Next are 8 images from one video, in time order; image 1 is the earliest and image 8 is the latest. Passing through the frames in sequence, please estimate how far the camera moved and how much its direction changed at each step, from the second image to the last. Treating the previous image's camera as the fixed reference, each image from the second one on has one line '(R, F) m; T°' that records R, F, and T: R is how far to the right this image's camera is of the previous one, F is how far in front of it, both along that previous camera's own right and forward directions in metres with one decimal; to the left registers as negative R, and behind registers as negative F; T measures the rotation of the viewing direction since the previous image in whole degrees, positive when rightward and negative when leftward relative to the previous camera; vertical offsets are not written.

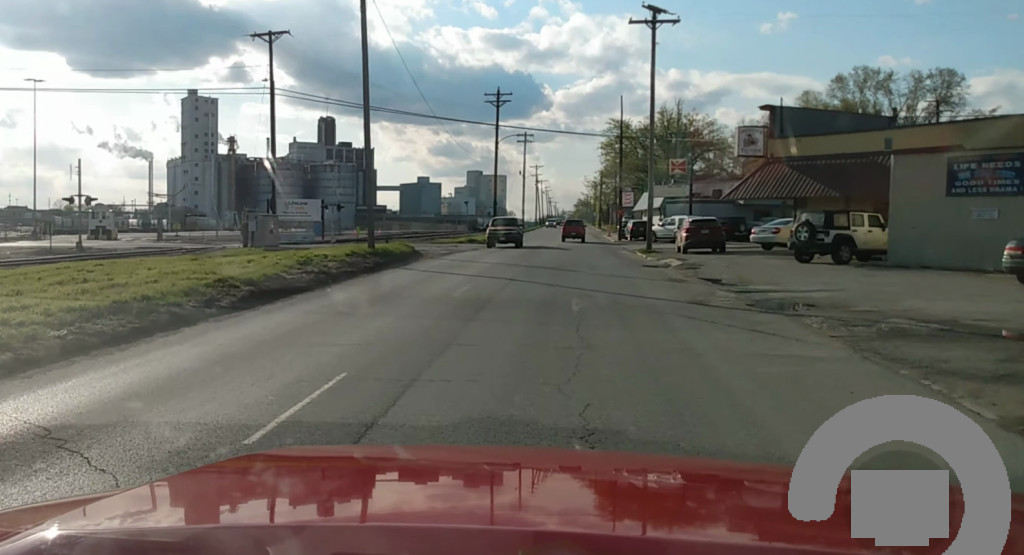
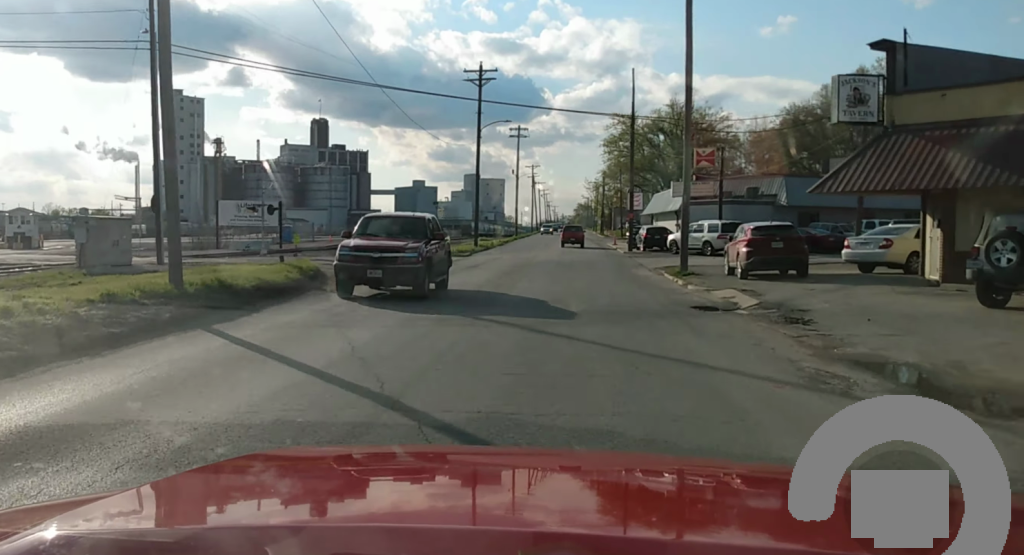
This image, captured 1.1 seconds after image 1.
(-0.2, +15.6) m; -1°
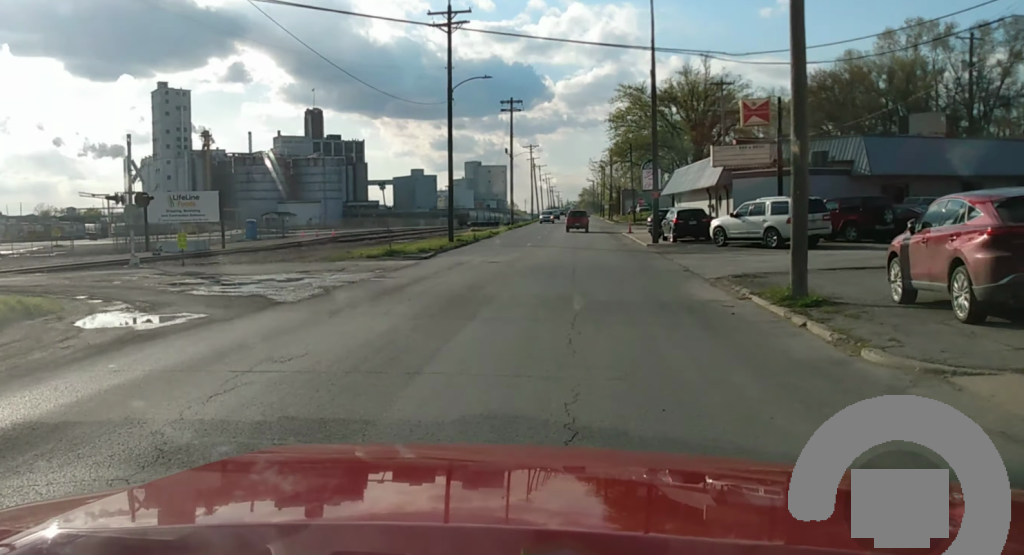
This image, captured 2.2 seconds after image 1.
(-0.1, +16.5) m; -2°
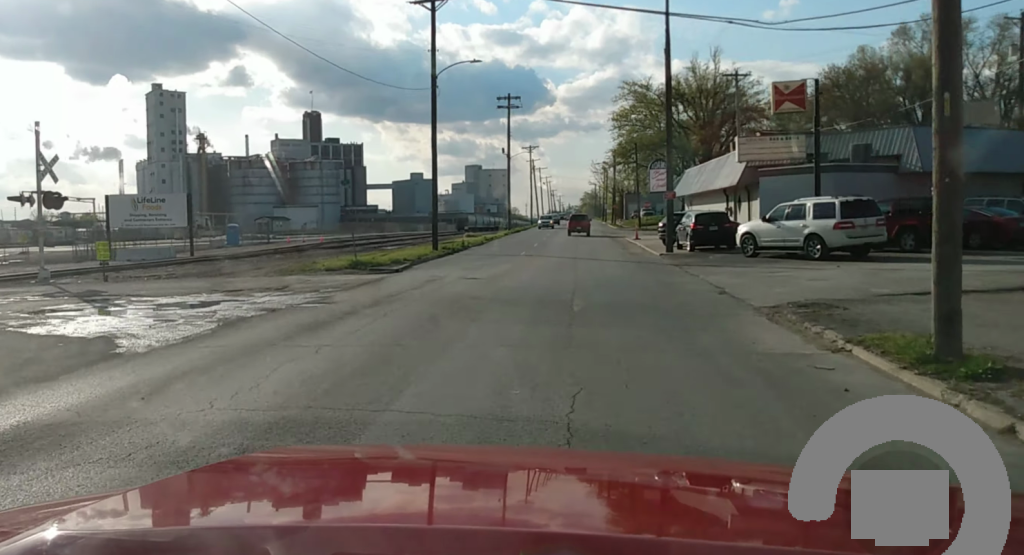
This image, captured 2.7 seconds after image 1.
(-0.2, +6.9) m; -1°
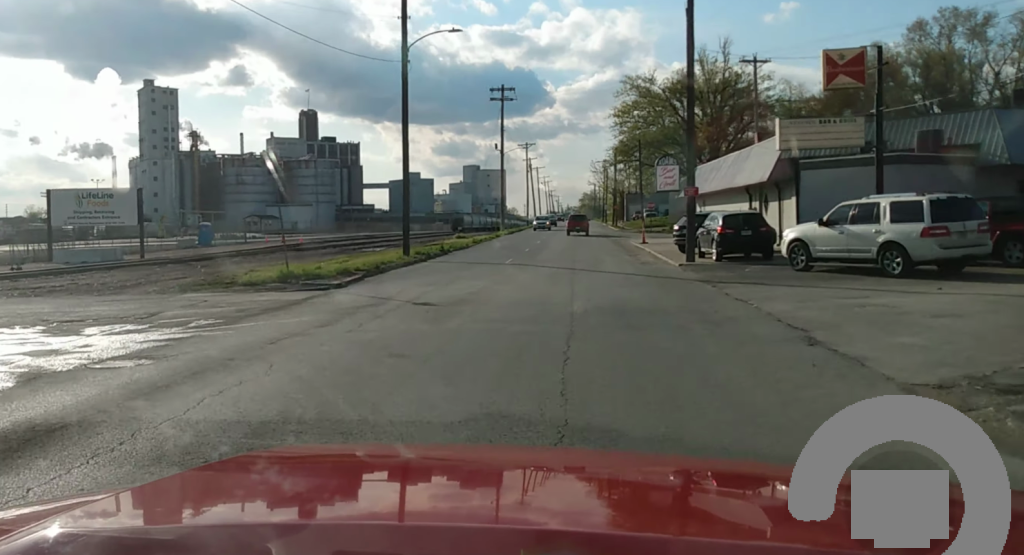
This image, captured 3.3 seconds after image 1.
(-0.1, +7.9) m; -1°
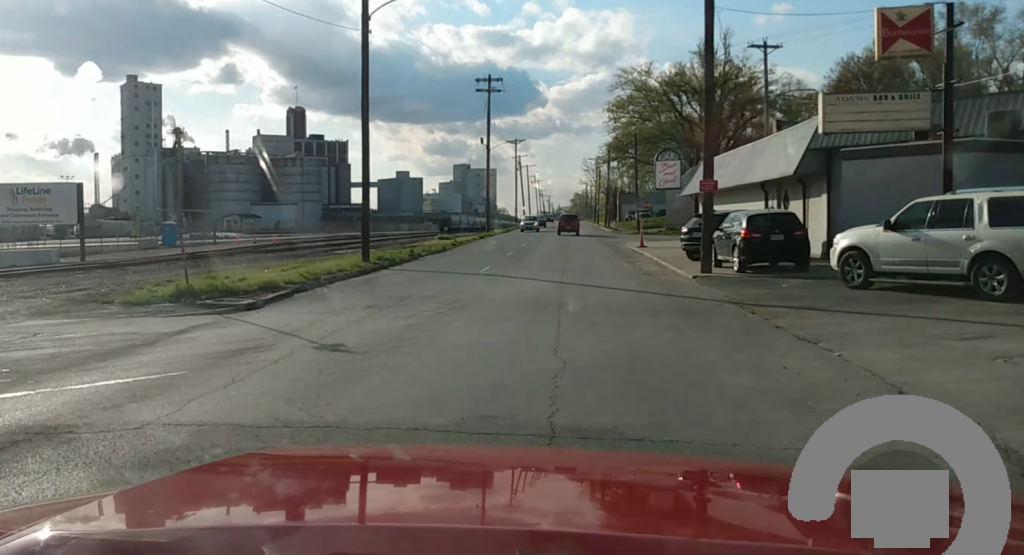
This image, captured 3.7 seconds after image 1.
(0.0, +5.9) m; 0°
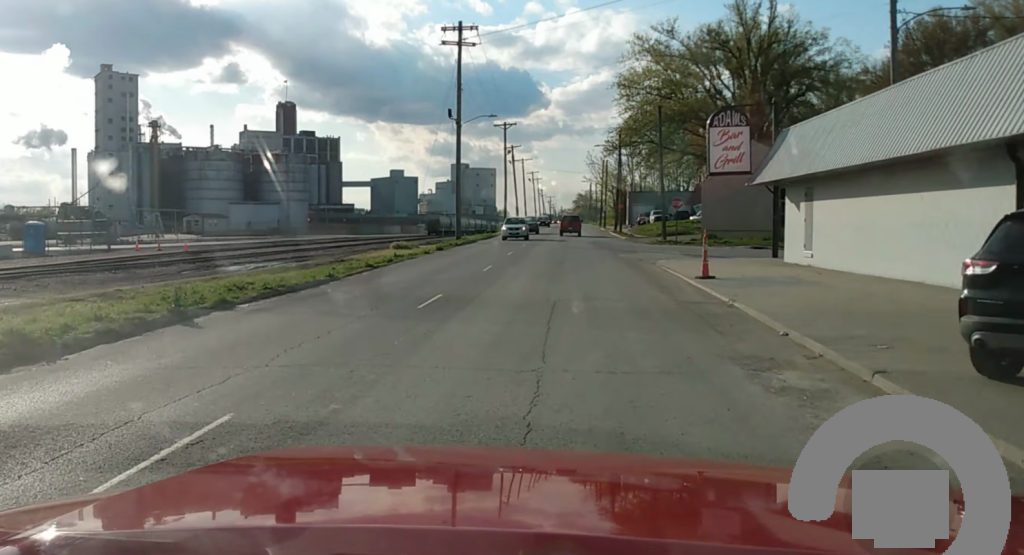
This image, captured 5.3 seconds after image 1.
(+0.1, +22.8) m; +2°
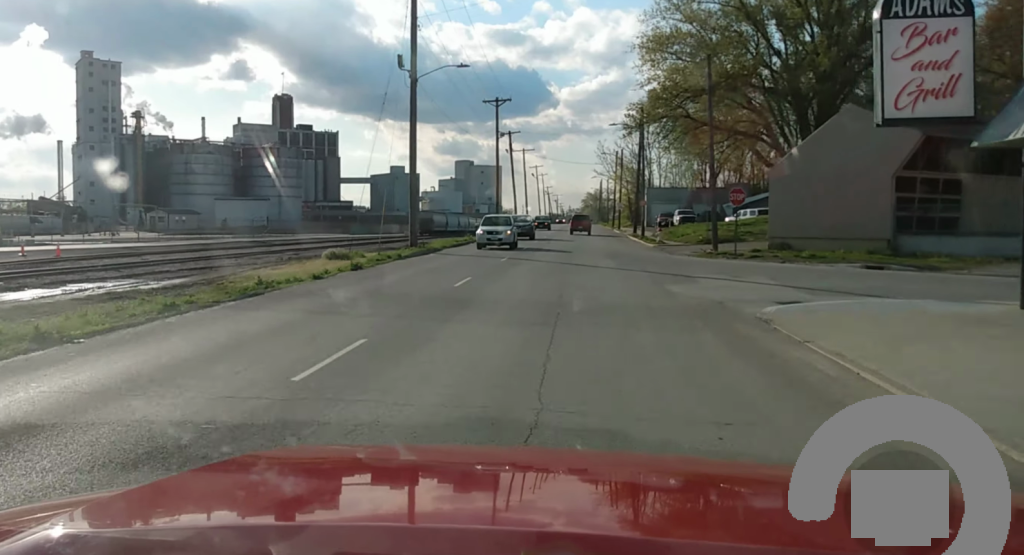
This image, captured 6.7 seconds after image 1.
(+0.6, +20.2) m; +2°
